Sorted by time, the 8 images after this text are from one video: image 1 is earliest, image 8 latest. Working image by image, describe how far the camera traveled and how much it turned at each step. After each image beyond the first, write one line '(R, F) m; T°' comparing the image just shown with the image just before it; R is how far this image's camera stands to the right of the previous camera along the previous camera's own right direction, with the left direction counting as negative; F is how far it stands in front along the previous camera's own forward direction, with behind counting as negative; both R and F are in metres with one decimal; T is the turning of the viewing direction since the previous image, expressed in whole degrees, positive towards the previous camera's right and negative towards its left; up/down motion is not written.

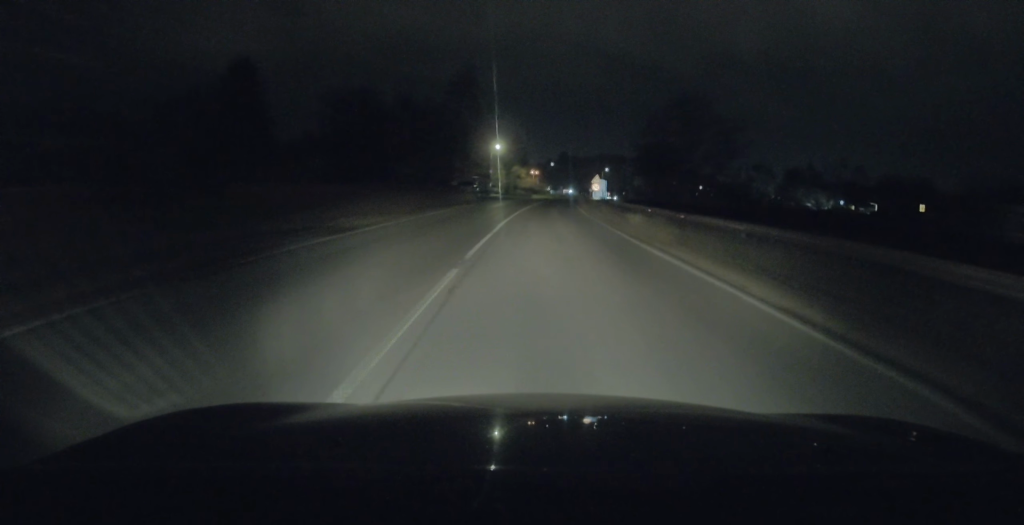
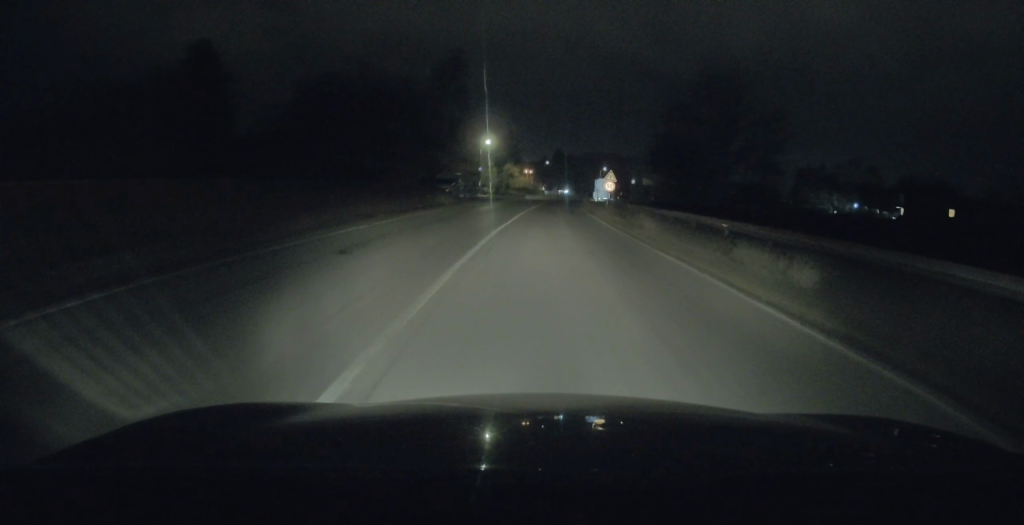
(0.0, +13.4) m; +1°
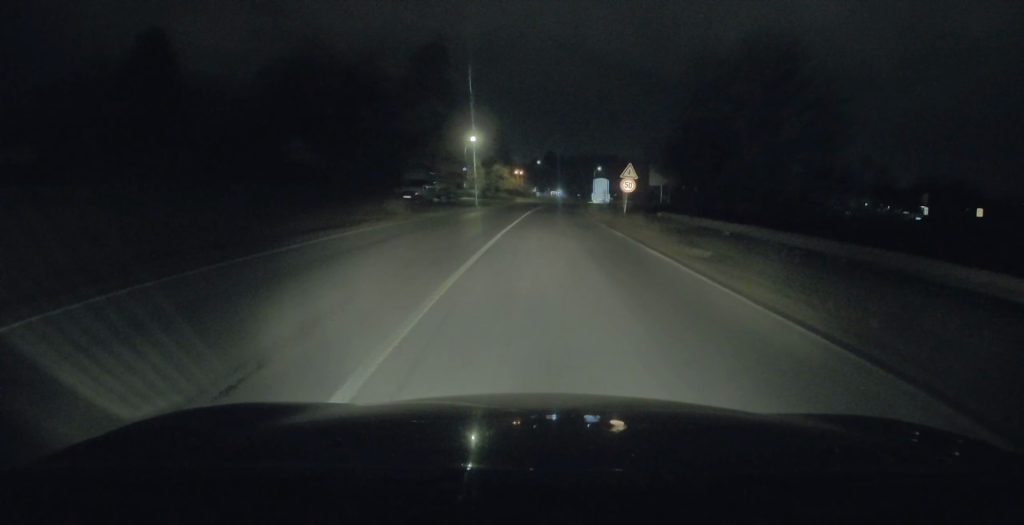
(+0.2, +12.2) m; +1°
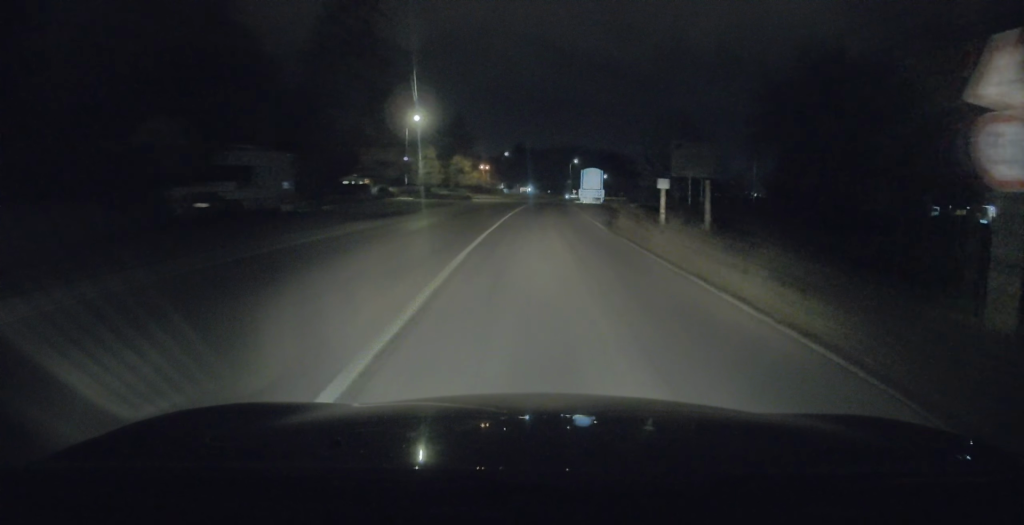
(+0.7, +28.2) m; +2°
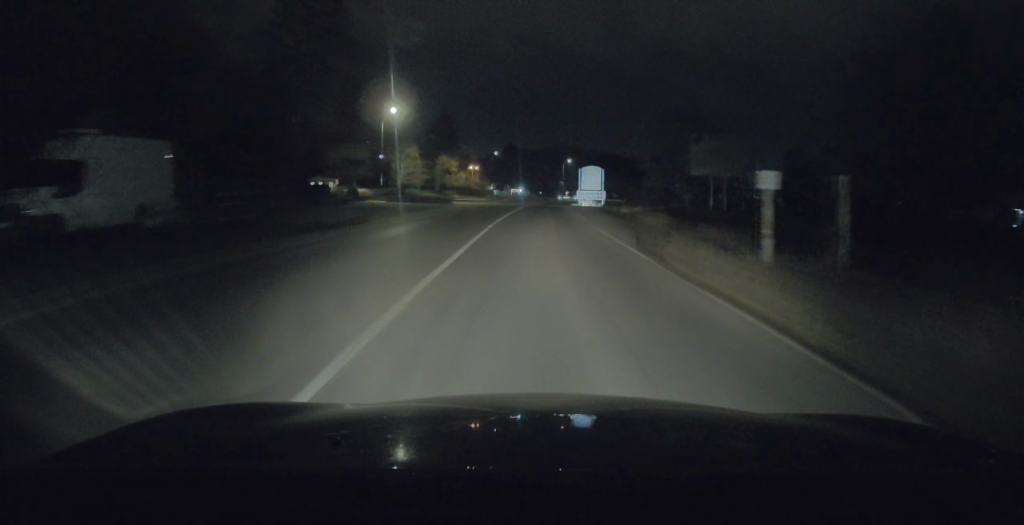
(0.0, +9.1) m; 0°
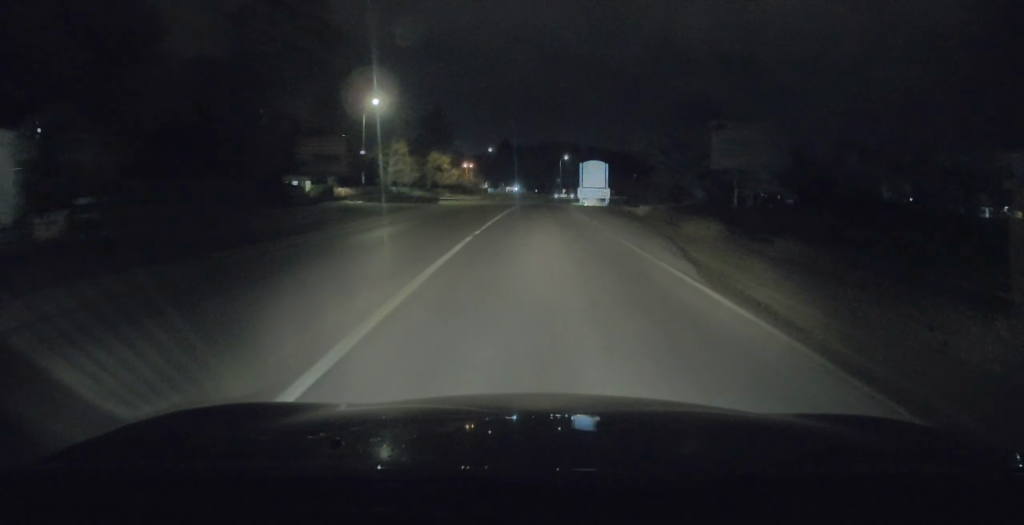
(0.0, +6.4) m; 0°
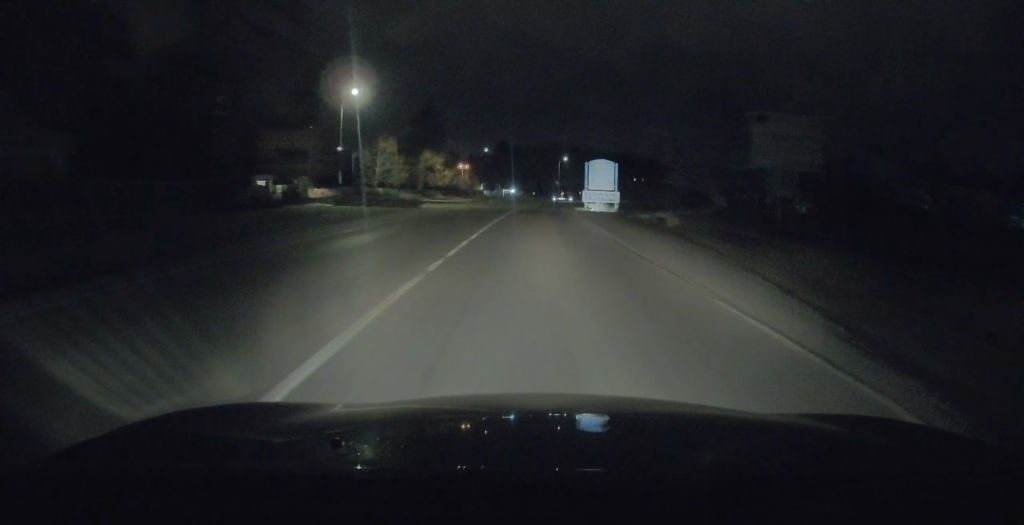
(0.0, +7.5) m; 0°
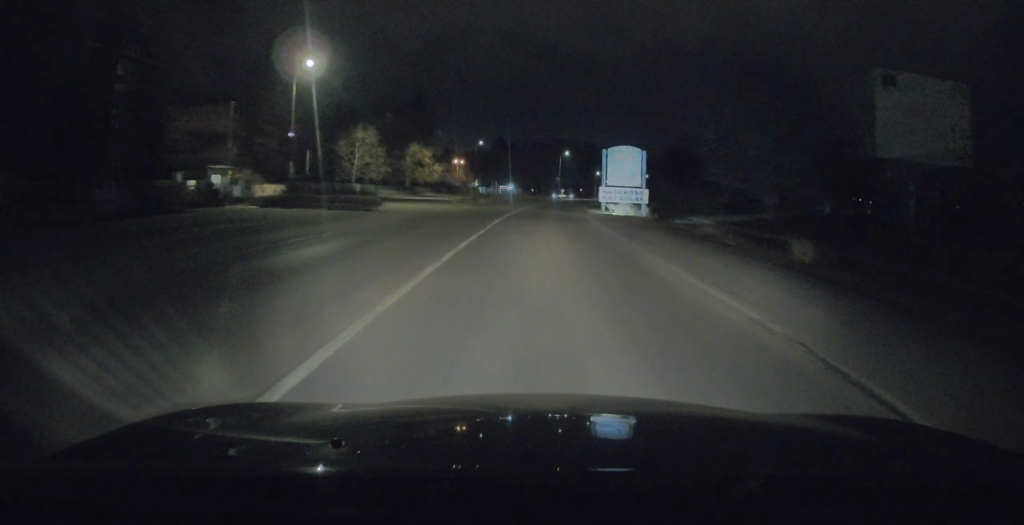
(+0.1, +12.4) m; 0°
